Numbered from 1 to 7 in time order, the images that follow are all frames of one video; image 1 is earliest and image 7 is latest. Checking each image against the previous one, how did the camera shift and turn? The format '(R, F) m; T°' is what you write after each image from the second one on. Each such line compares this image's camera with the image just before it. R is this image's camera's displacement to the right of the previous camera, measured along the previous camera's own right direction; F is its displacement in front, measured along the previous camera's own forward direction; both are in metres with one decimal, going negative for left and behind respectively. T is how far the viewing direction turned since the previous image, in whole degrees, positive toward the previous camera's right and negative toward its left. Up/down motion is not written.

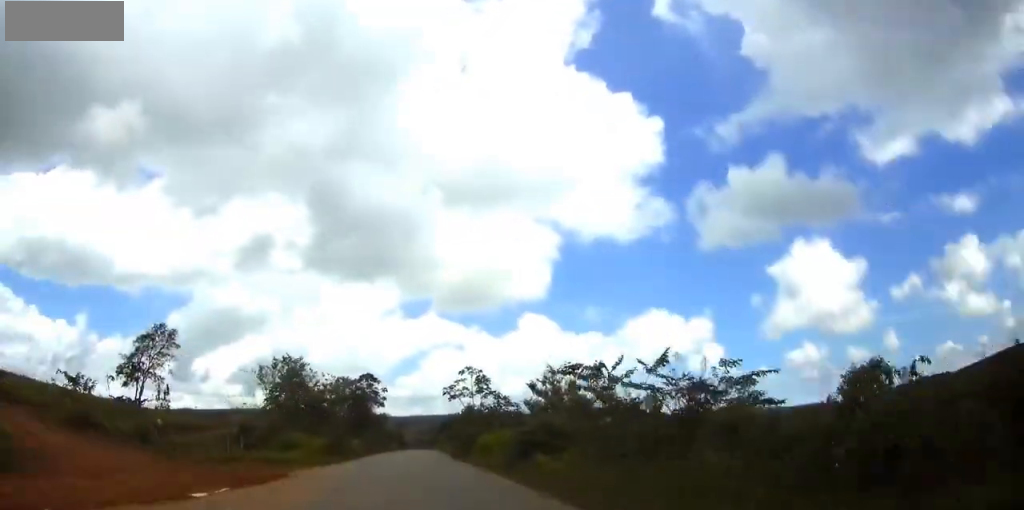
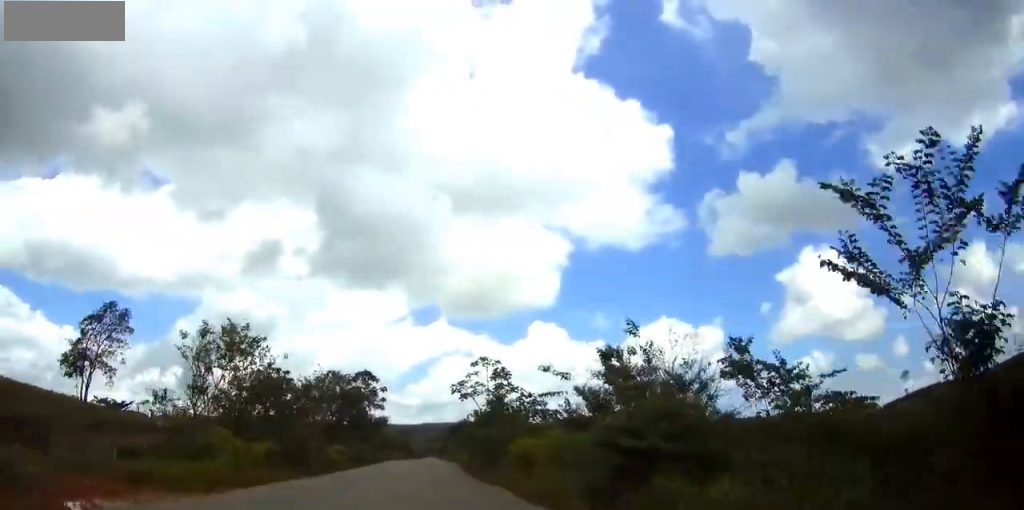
(-0.1, +15.5) m; -1°
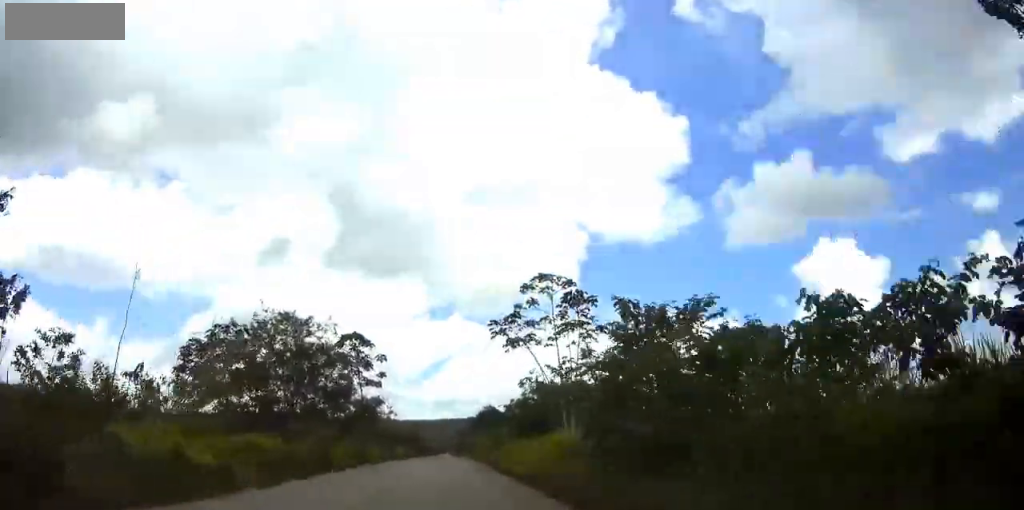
(-0.4, +29.2) m; -1°
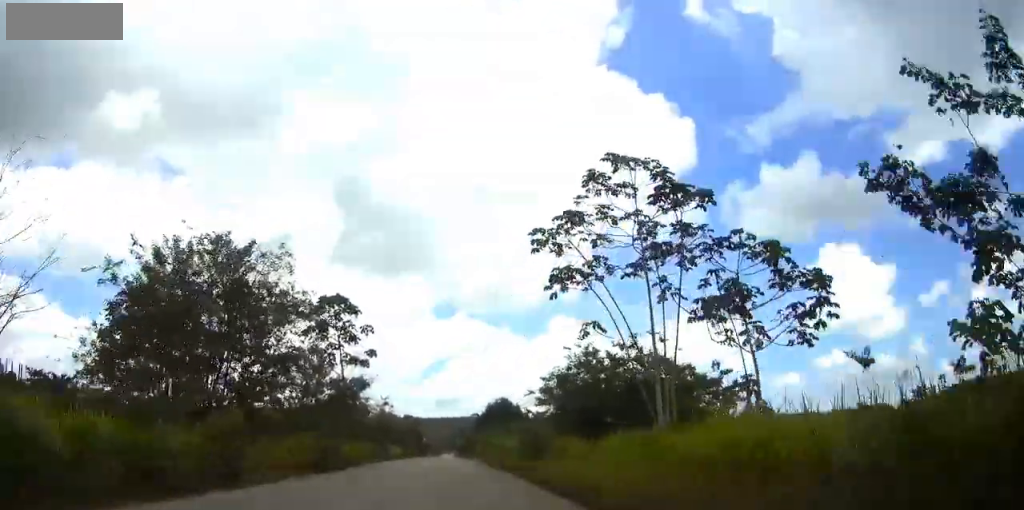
(0.0, +14.9) m; 0°
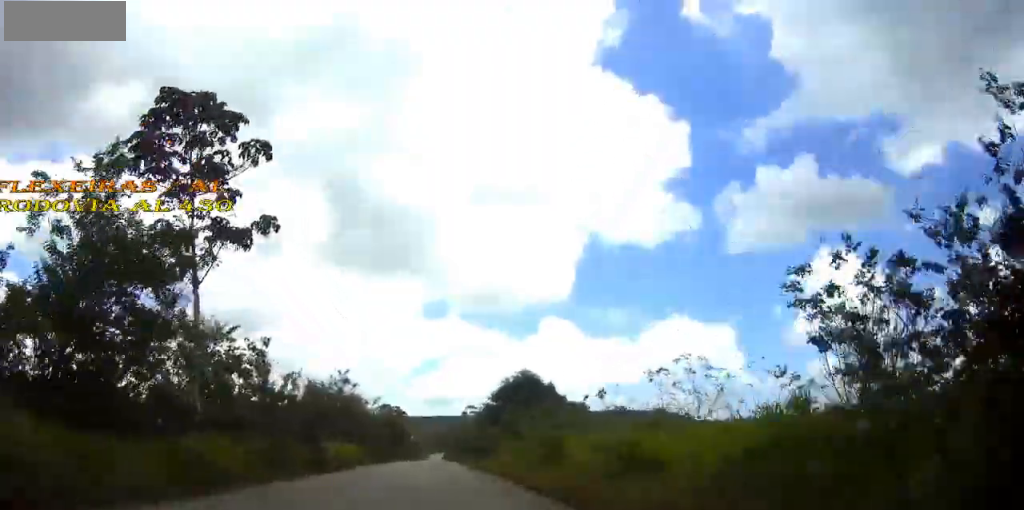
(+0.1, +31.4) m; 0°
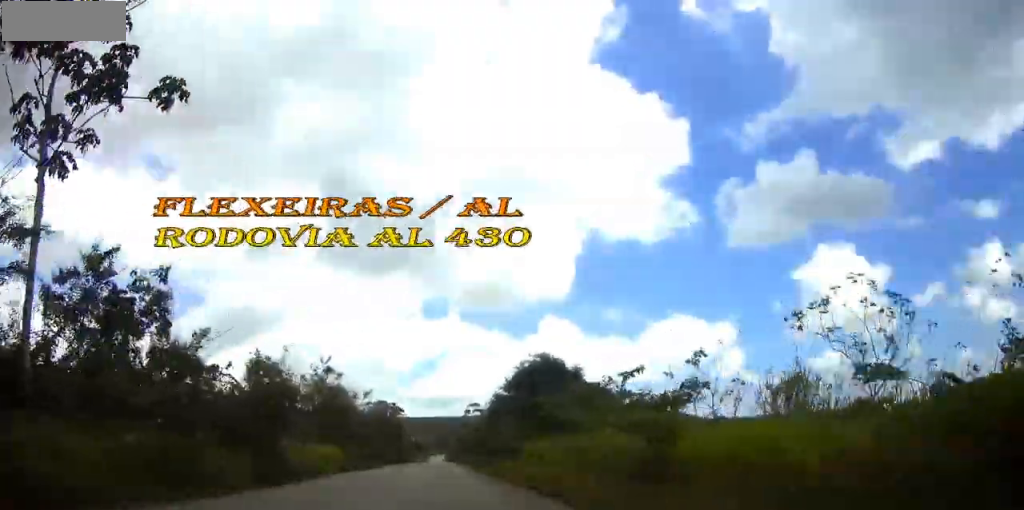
(+0.1, +10.1) m; 0°
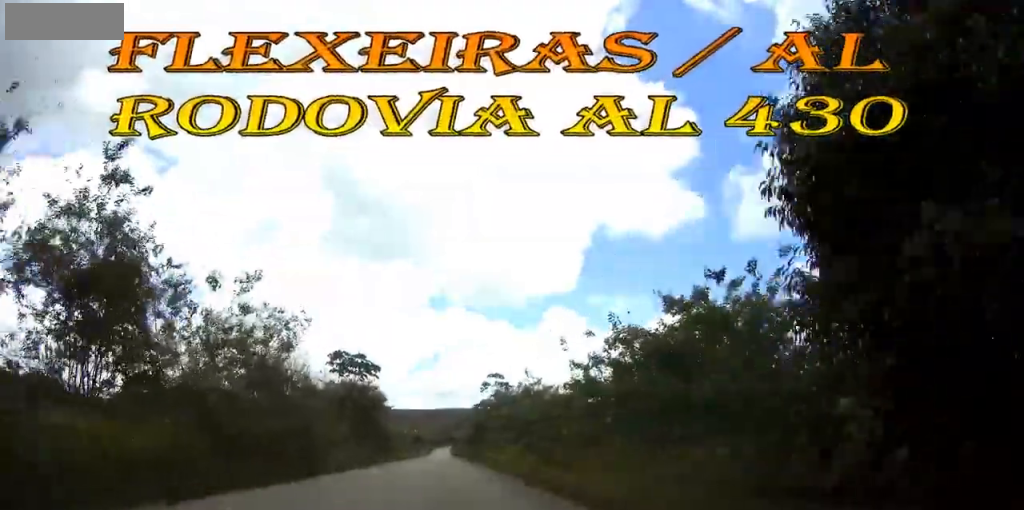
(-0.3, +38.9) m; -1°
